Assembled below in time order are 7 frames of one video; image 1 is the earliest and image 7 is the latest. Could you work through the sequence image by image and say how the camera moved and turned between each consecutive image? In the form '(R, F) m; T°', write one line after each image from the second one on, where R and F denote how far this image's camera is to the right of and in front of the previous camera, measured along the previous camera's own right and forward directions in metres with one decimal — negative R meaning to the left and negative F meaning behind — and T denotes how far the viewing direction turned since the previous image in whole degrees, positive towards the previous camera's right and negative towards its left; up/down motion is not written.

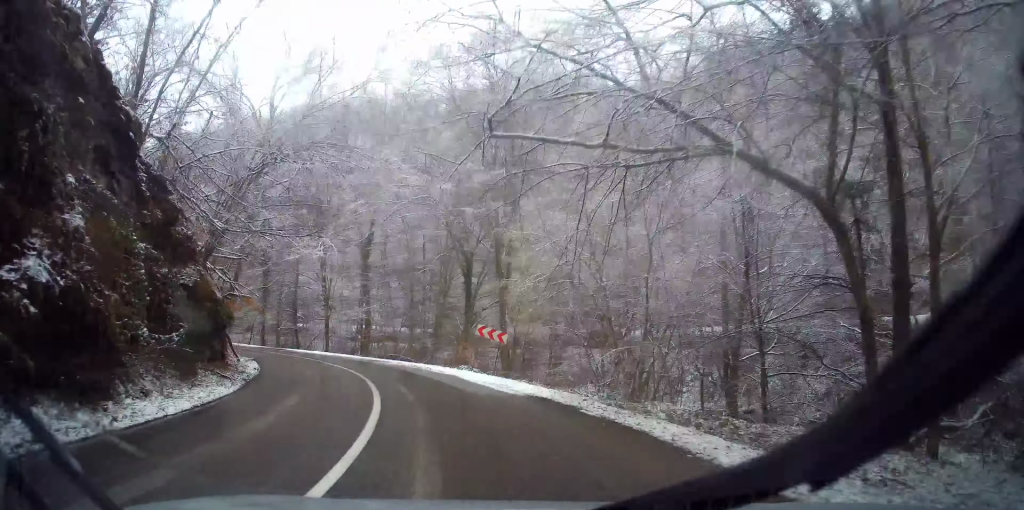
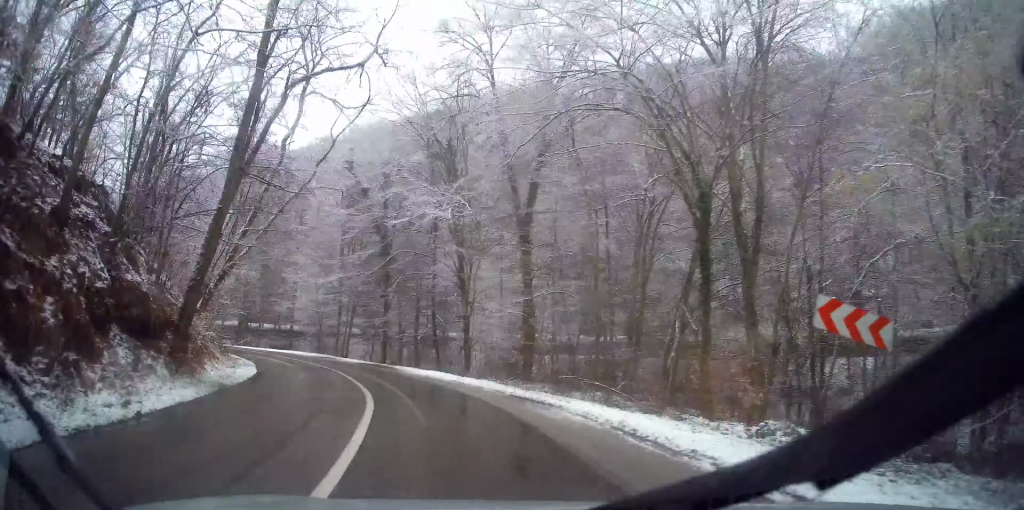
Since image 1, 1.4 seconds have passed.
(-1.7, +17.4) m; -18°
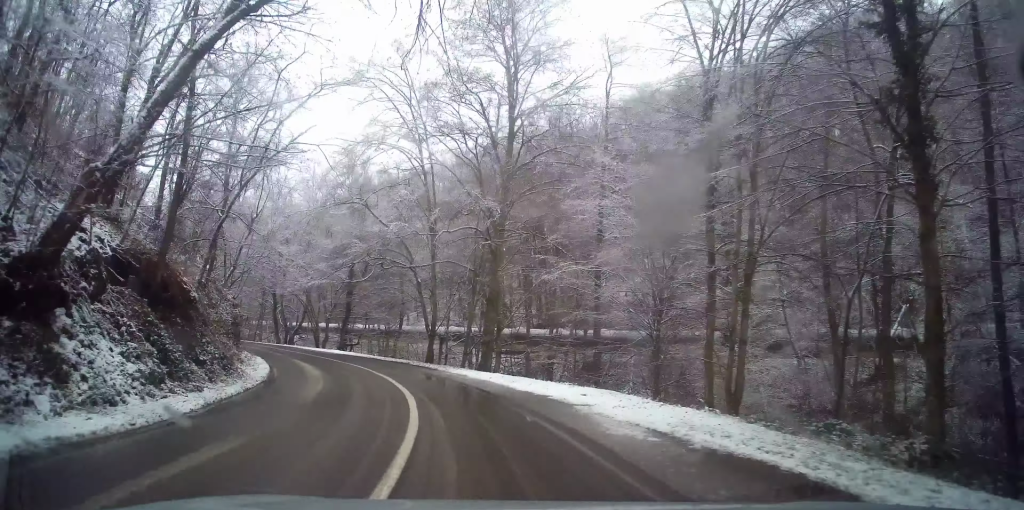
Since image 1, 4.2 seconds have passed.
(-9.7, +32.2) m; -27°
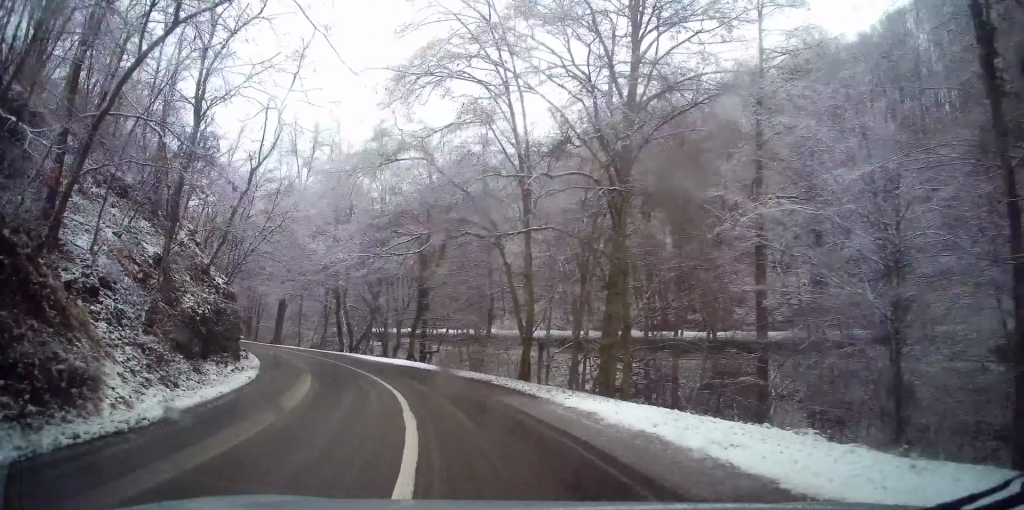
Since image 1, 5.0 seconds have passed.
(-0.5, +10.1) m; -8°
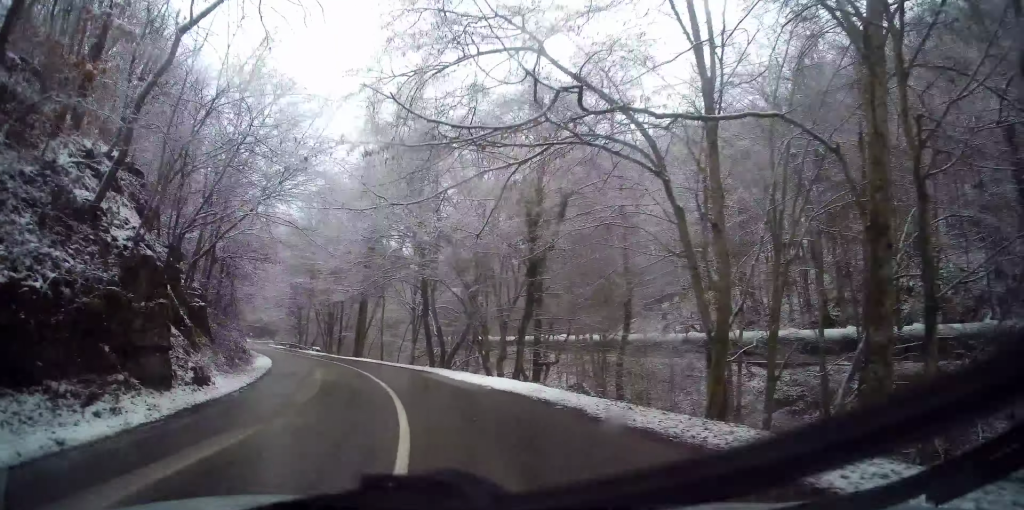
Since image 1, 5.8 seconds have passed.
(-0.9, +10.9) m; -12°
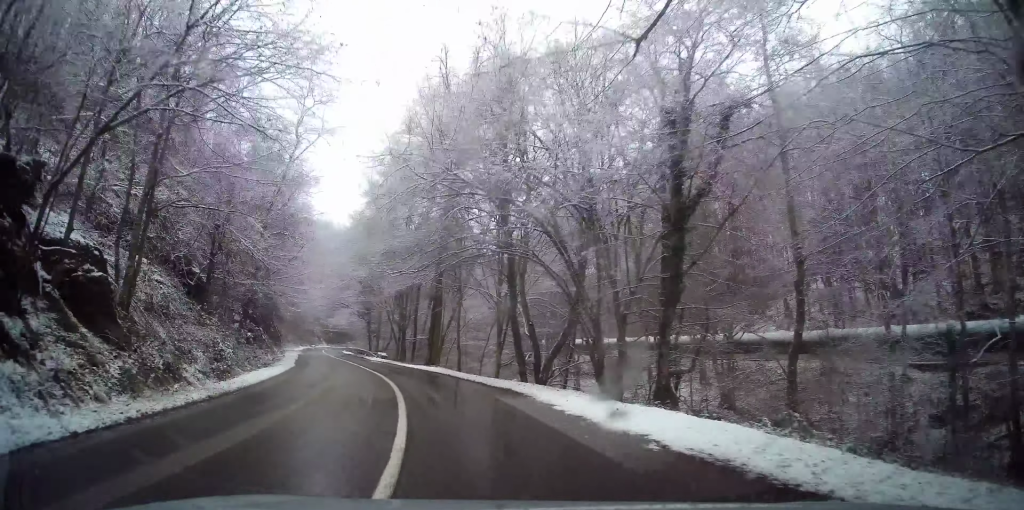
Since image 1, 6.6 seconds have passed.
(-0.9, +9.4) m; -12°
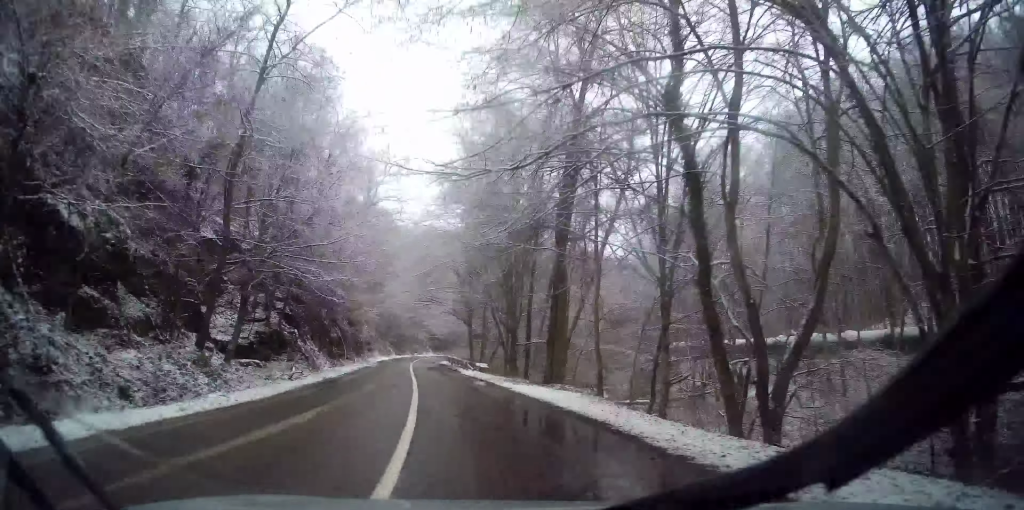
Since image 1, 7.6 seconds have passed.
(-2.0, +13.8) m; -13°
